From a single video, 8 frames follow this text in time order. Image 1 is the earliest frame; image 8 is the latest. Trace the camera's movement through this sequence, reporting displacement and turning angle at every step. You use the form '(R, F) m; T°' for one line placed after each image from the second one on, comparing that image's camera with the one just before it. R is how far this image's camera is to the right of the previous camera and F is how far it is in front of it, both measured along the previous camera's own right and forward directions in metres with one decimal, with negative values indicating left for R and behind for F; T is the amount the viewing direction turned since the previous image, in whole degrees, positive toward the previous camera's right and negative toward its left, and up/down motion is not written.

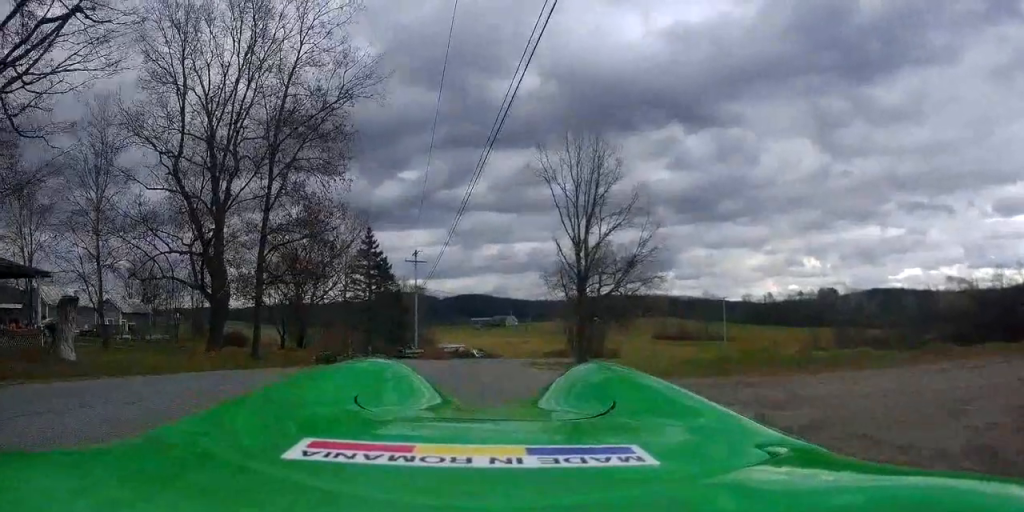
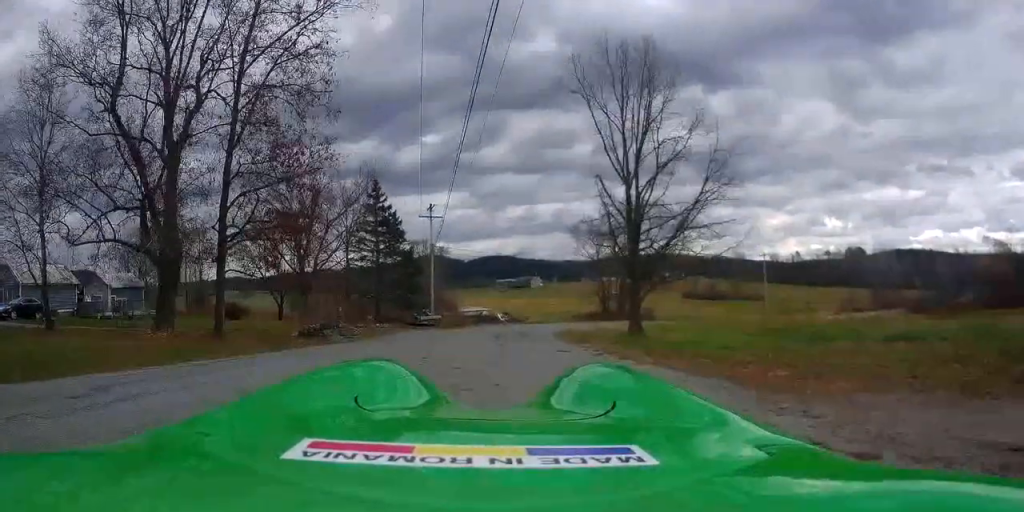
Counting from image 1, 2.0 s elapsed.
(0.0, +5.7) m; 0°
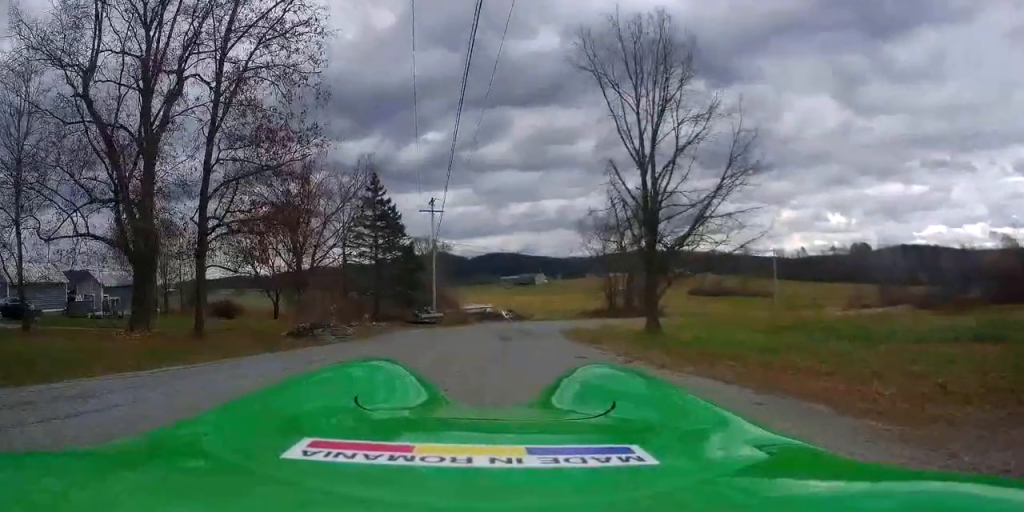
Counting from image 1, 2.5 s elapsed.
(0.0, +1.7) m; 0°
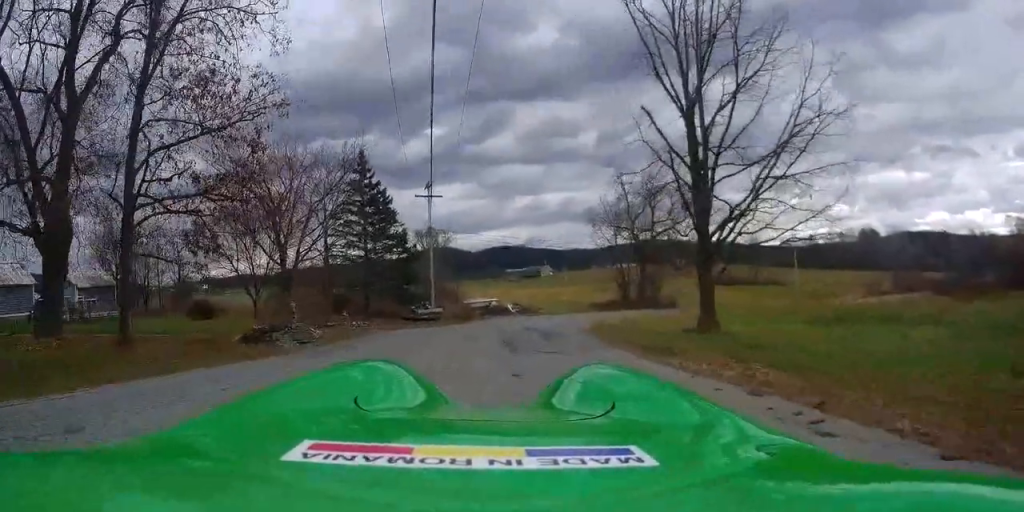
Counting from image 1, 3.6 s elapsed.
(0.0, +4.5) m; 0°
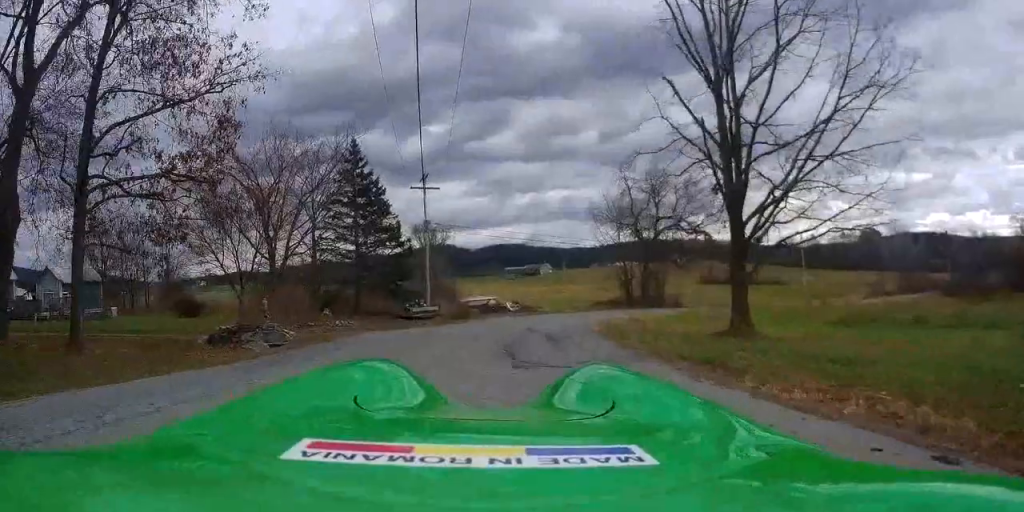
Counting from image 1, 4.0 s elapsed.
(0.0, +2.0) m; 0°
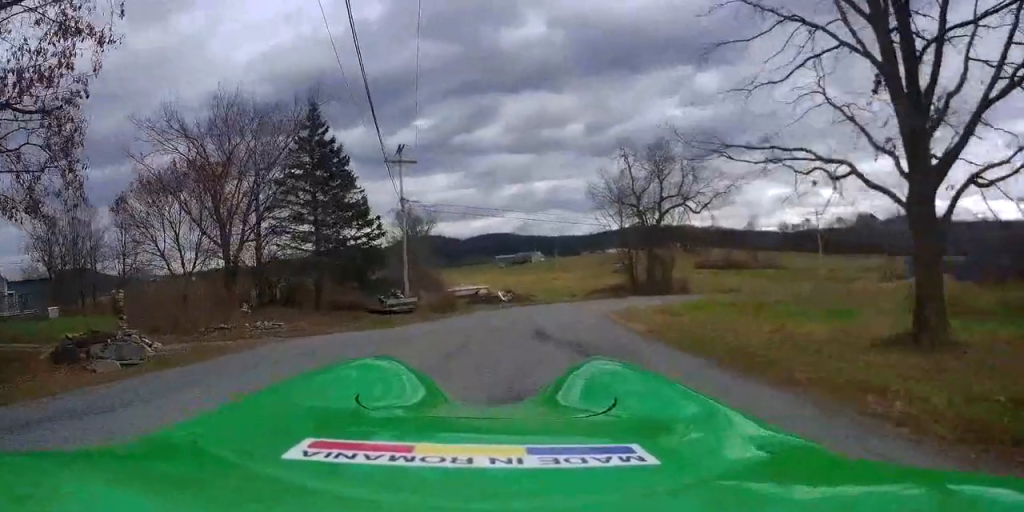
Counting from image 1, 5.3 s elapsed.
(0.0, +6.2) m; 0°
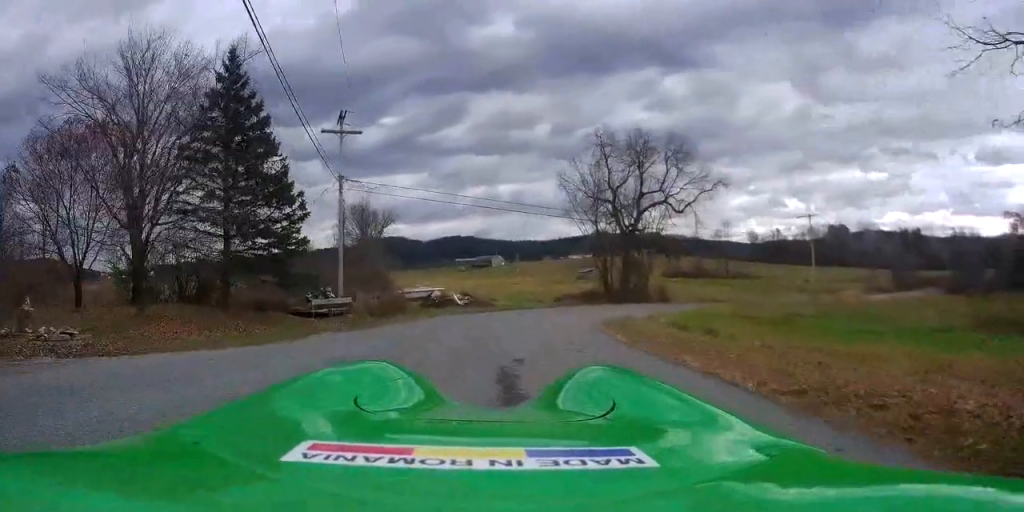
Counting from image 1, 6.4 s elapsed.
(0.0, +6.6) m; +1°
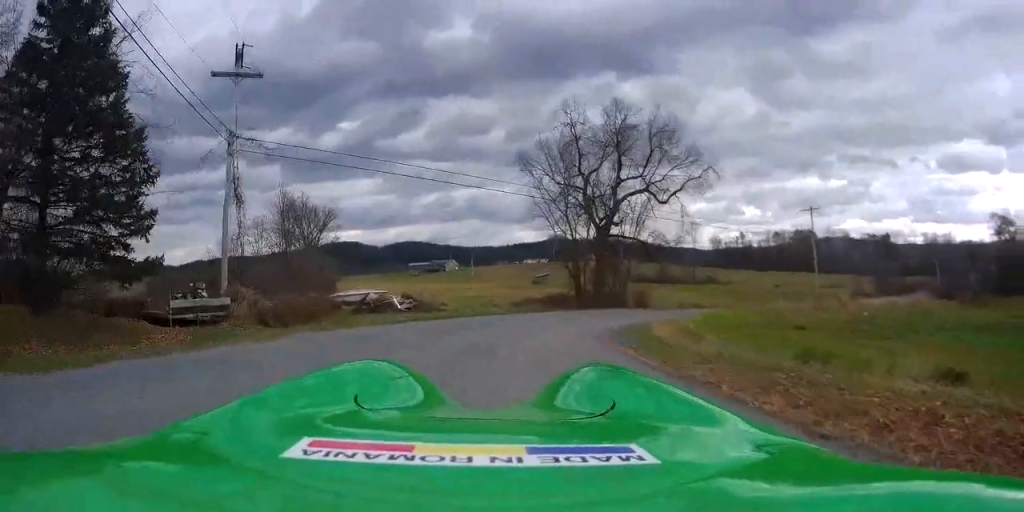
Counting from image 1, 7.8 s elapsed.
(+0.5, +9.3) m; +6°
